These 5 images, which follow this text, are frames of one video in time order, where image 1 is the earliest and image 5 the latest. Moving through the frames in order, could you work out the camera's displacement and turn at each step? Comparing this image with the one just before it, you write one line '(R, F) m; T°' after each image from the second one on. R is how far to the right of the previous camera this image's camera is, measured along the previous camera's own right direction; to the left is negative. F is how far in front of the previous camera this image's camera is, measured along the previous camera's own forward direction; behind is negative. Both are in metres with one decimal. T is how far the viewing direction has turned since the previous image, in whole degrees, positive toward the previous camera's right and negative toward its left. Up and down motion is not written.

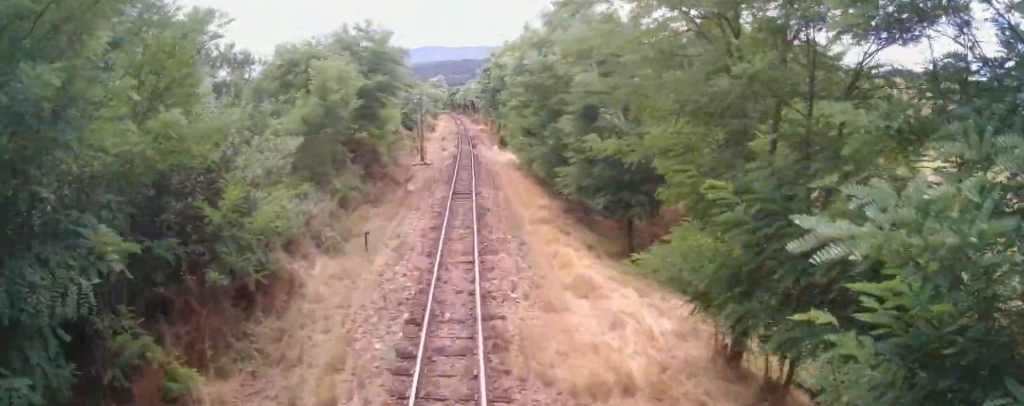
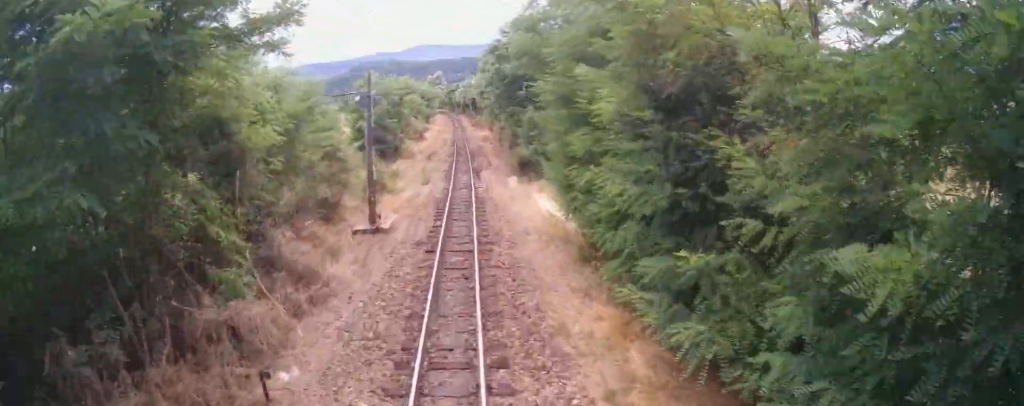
(+0.8, +18.2) m; 0°
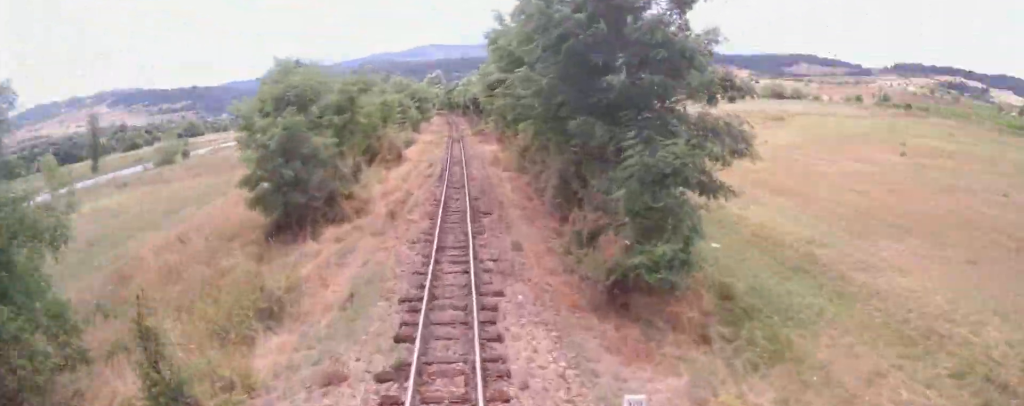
(-1.2, +18.5) m; -2°
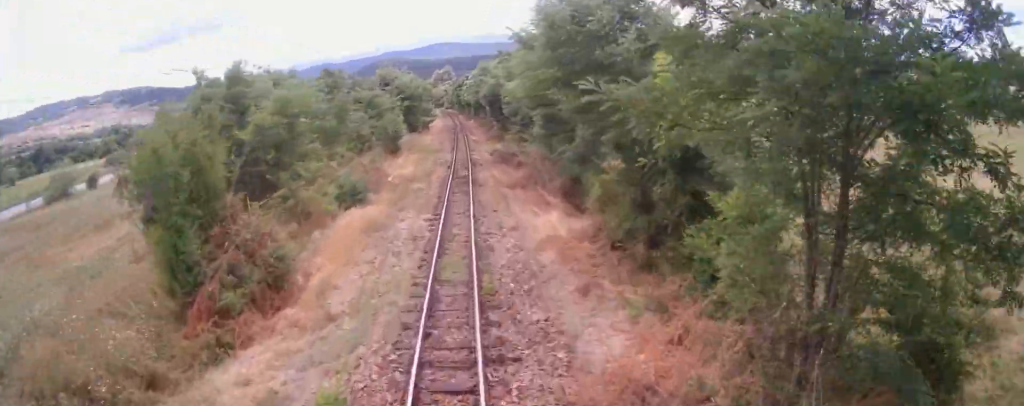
(+0.5, +26.4) m; +1°
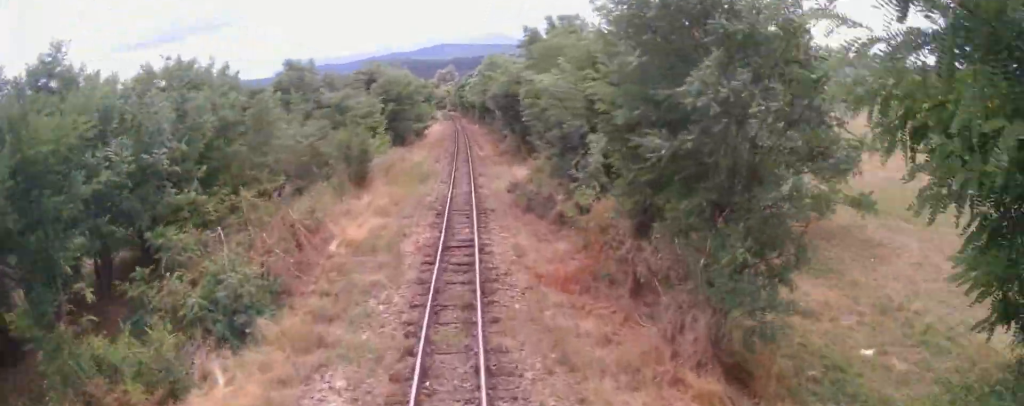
(0.0, +11.9) m; +2°
